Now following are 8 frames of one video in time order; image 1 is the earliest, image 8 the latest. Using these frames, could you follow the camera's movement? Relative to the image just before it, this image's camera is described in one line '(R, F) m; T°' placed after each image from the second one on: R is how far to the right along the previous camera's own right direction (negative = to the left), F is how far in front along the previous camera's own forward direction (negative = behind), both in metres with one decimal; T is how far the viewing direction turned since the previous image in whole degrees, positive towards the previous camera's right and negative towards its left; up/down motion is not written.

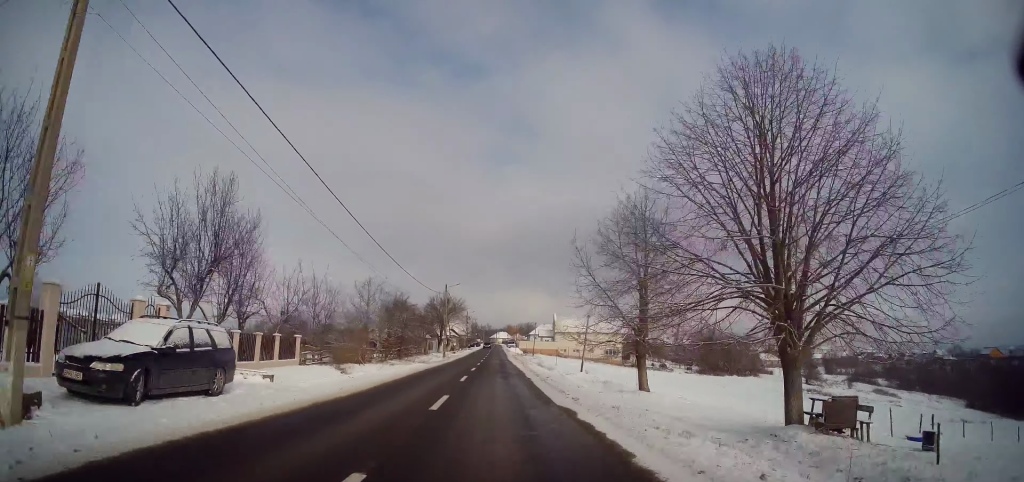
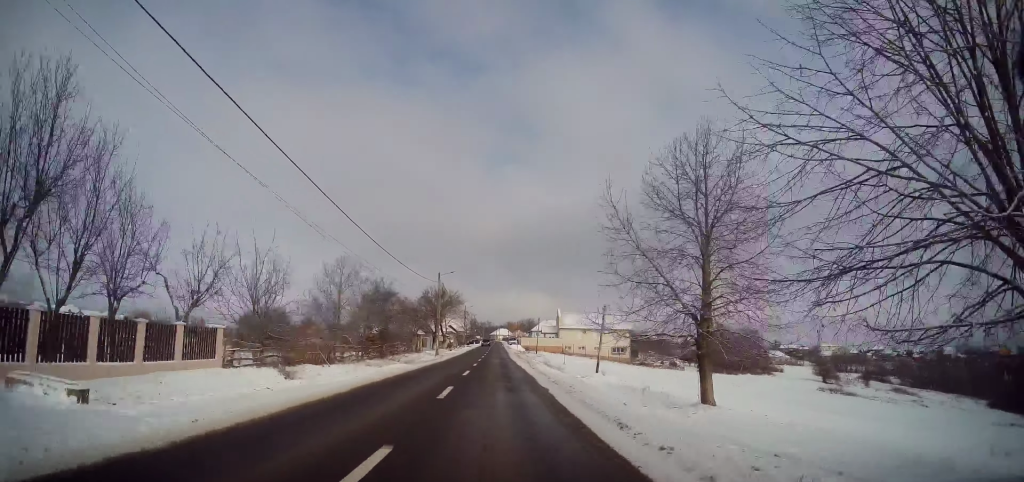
(-0.1, +7.6) m; 0°
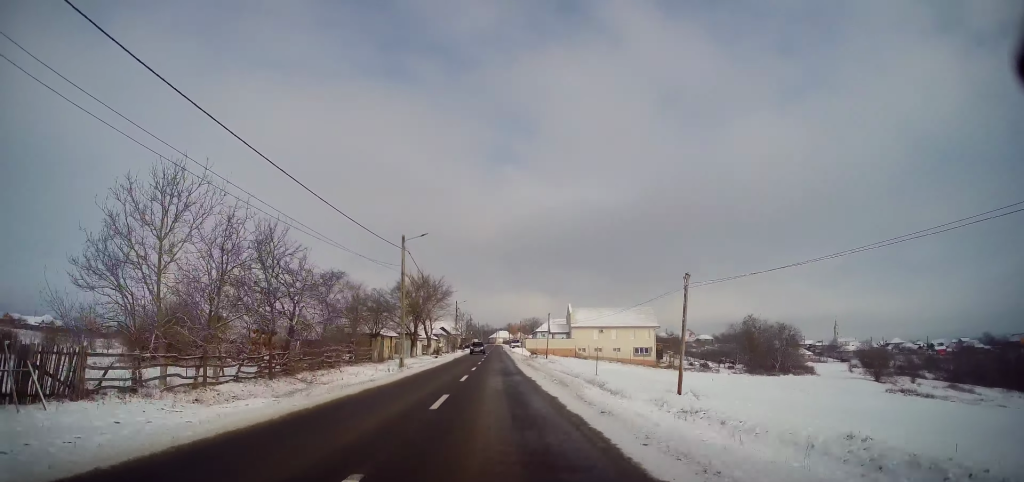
(+0.3, +19.1) m; 0°
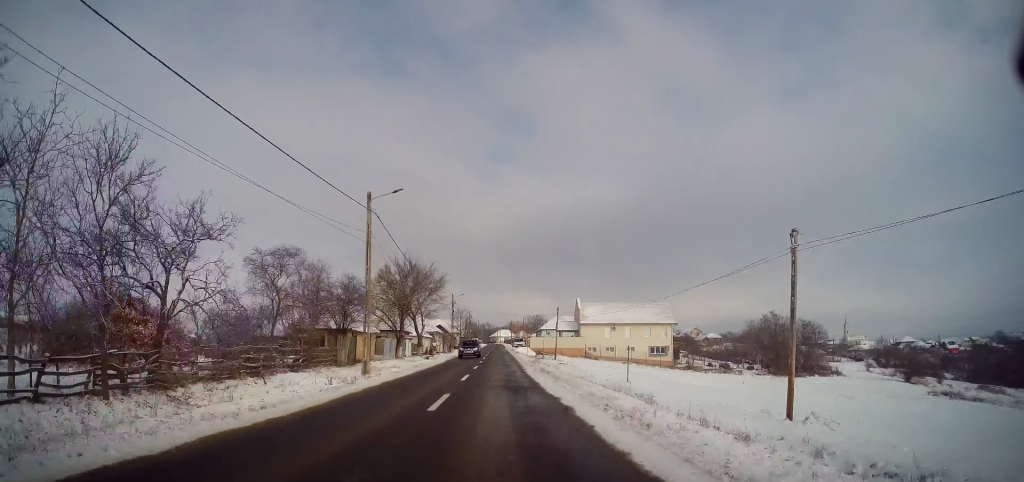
(-0.2, +9.2) m; 0°
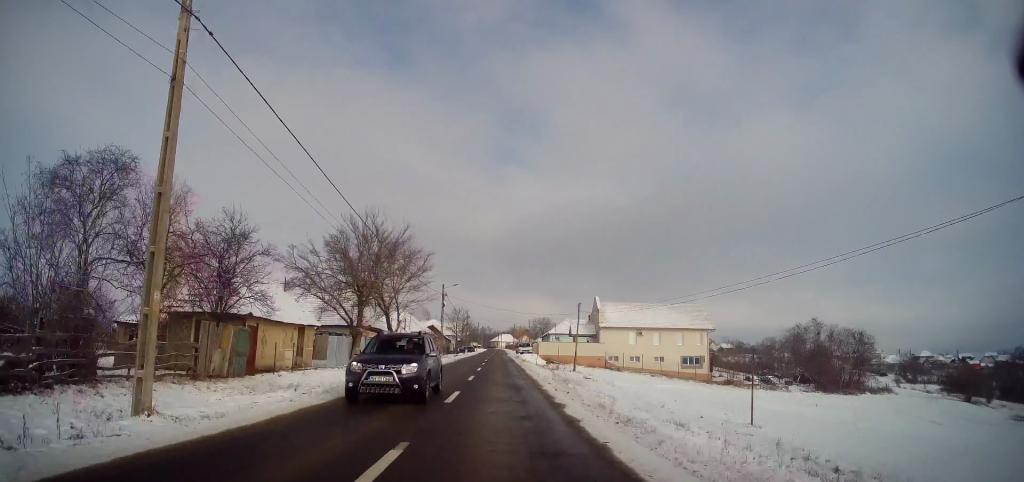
(+0.2, +15.4) m; 0°
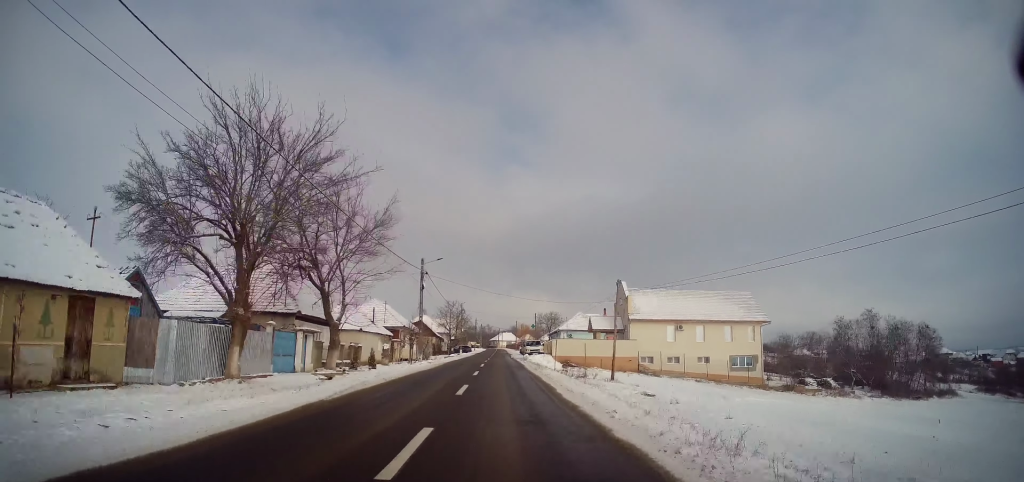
(-0.1, +15.9) m; -1°
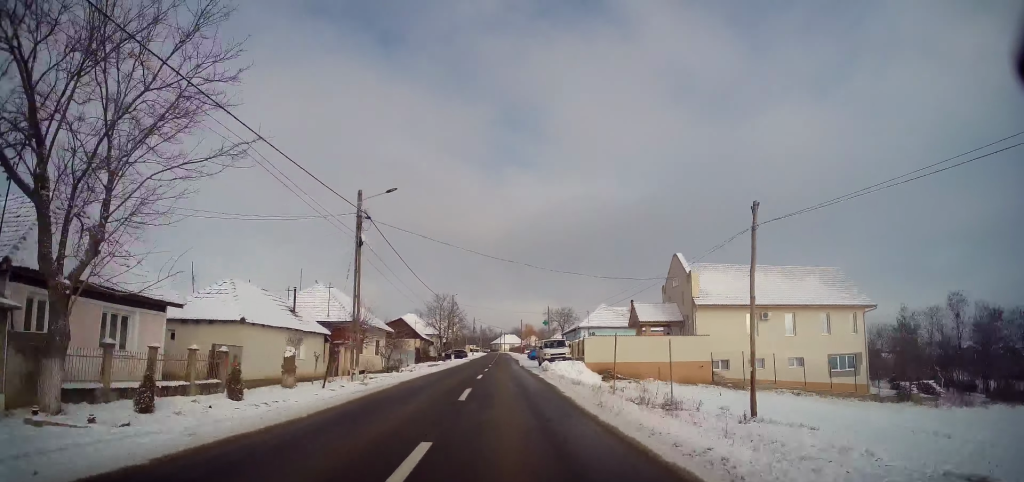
(-0.2, +18.7) m; 0°
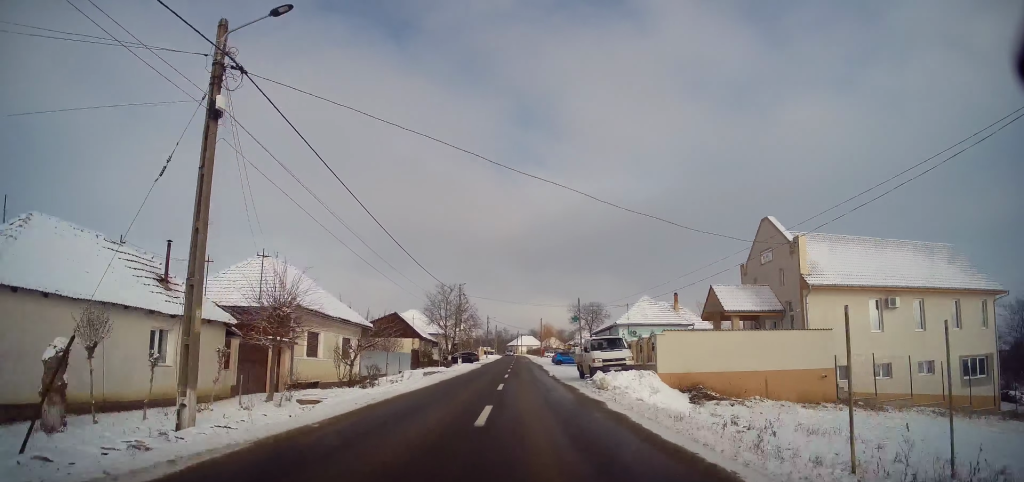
(0.0, +12.9) m; +1°
